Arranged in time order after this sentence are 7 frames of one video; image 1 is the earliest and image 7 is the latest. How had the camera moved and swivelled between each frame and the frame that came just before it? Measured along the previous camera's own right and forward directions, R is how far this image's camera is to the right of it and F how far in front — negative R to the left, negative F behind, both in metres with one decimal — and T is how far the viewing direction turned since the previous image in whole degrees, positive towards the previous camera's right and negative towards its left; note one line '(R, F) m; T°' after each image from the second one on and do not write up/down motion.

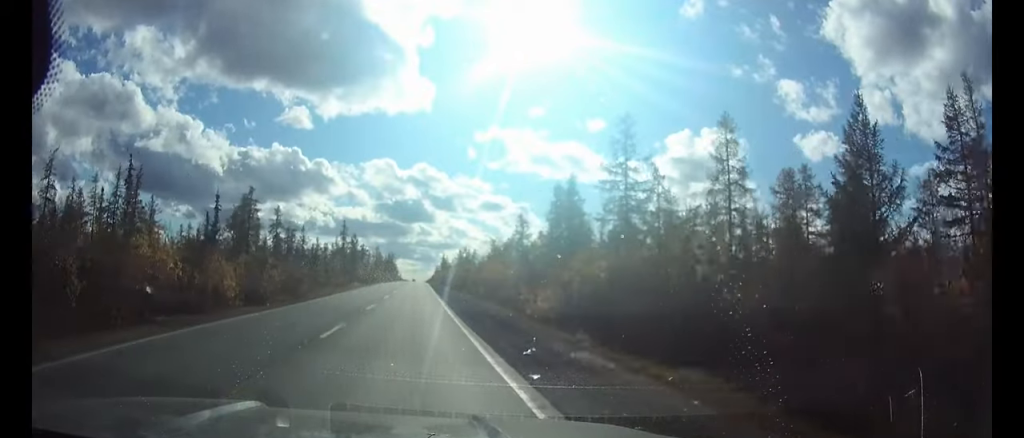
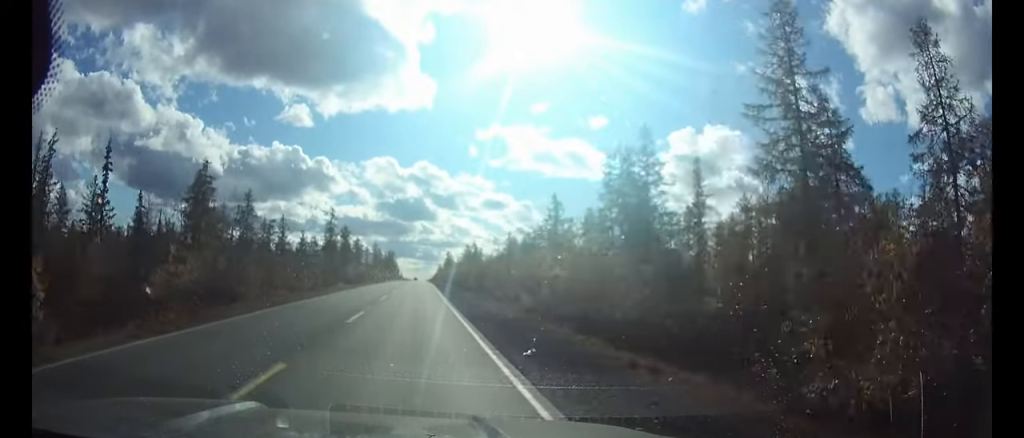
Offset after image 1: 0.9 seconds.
(0.0, +20.3) m; 0°
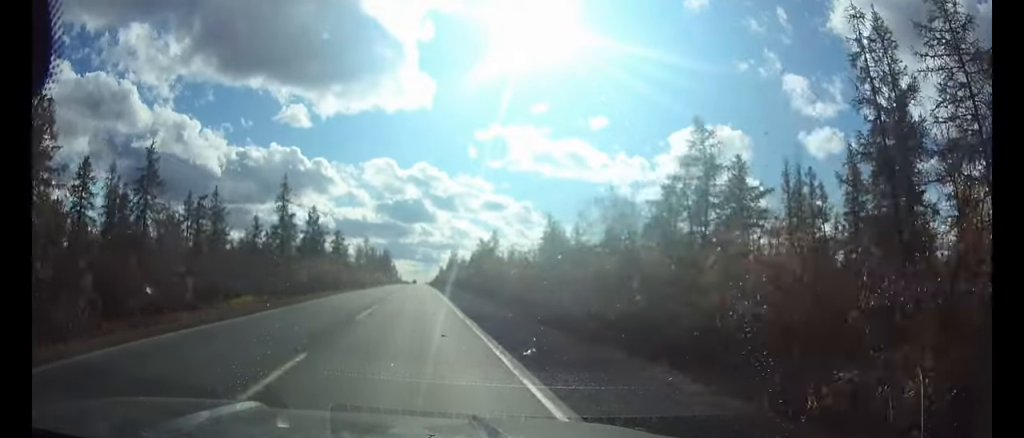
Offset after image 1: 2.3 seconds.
(-0.1, +34.1) m; 0°
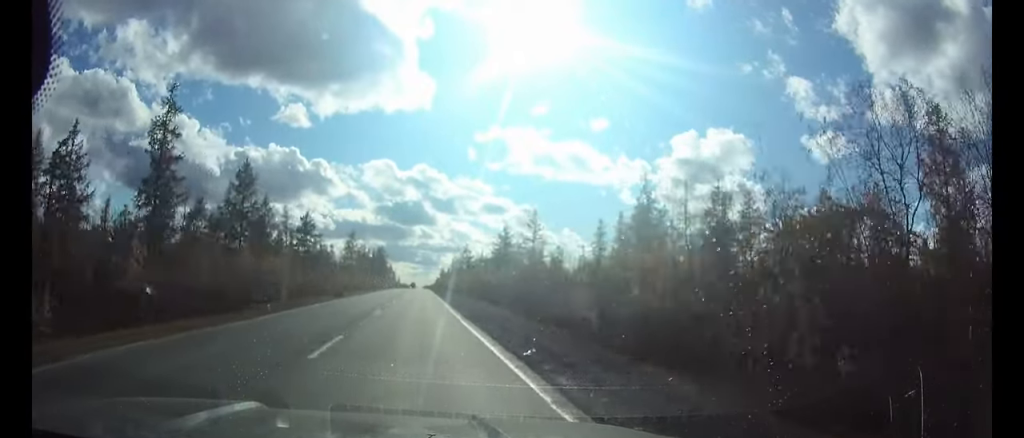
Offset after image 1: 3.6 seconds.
(0.0, +32.8) m; 0°
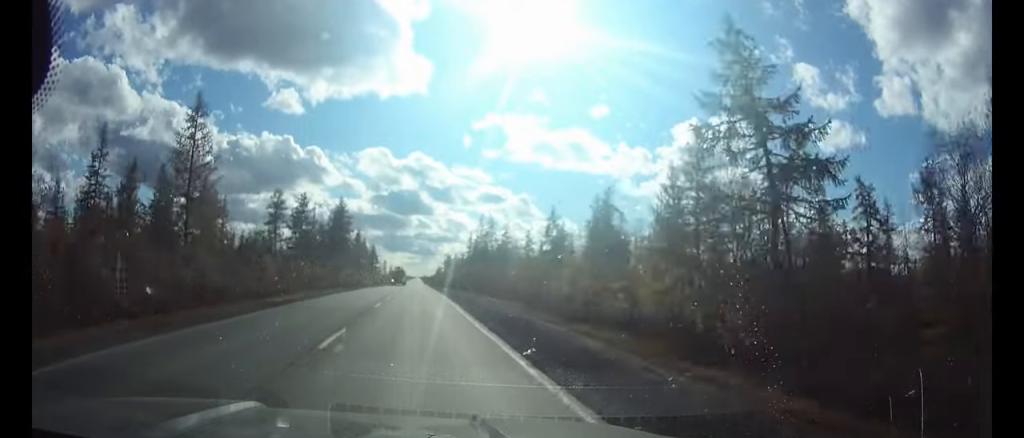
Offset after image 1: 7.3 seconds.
(+0.4, +97.0) m; 0°
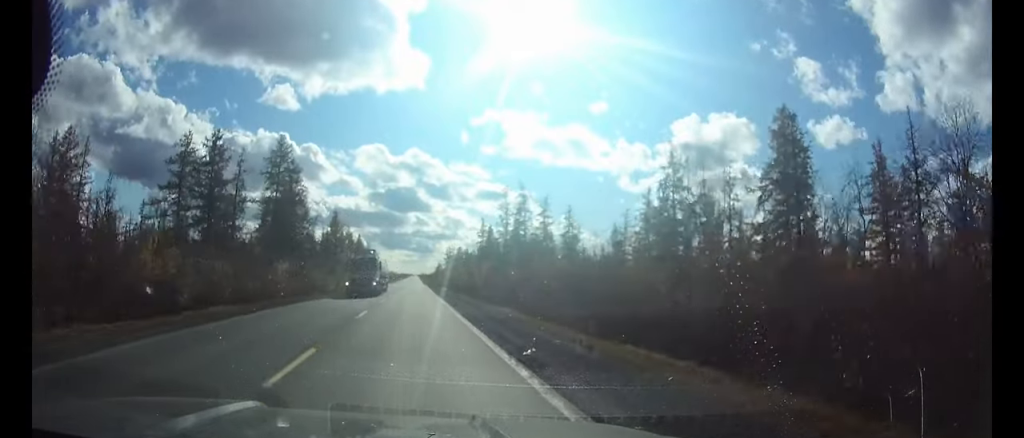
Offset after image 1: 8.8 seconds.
(0.0, +43.8) m; 0°
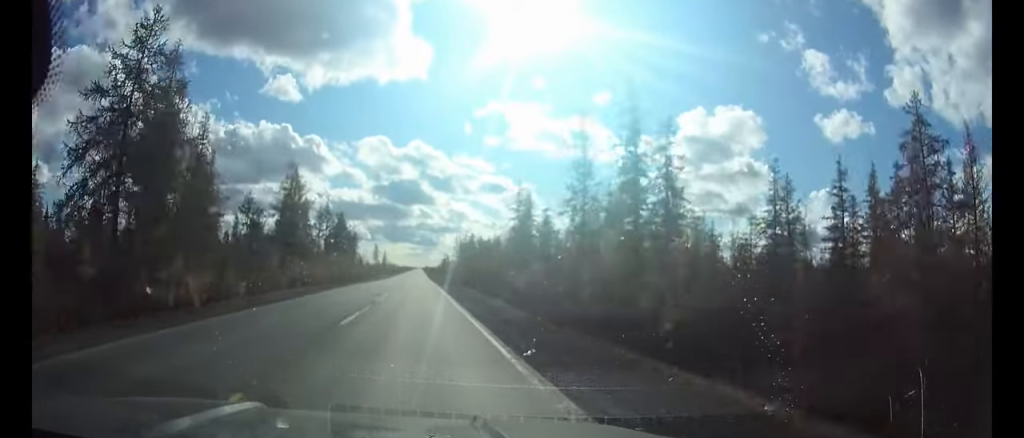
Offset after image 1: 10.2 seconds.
(0.0, +43.2) m; 0°
